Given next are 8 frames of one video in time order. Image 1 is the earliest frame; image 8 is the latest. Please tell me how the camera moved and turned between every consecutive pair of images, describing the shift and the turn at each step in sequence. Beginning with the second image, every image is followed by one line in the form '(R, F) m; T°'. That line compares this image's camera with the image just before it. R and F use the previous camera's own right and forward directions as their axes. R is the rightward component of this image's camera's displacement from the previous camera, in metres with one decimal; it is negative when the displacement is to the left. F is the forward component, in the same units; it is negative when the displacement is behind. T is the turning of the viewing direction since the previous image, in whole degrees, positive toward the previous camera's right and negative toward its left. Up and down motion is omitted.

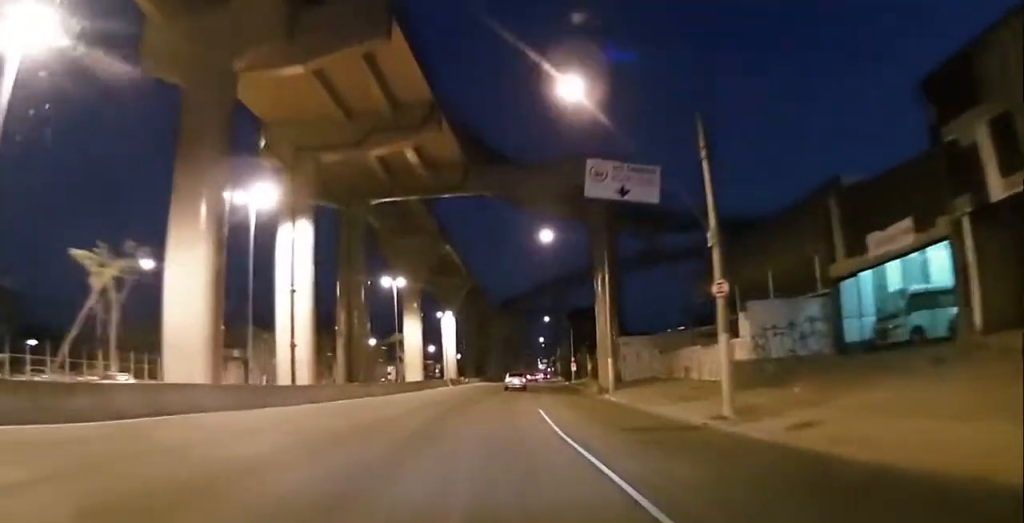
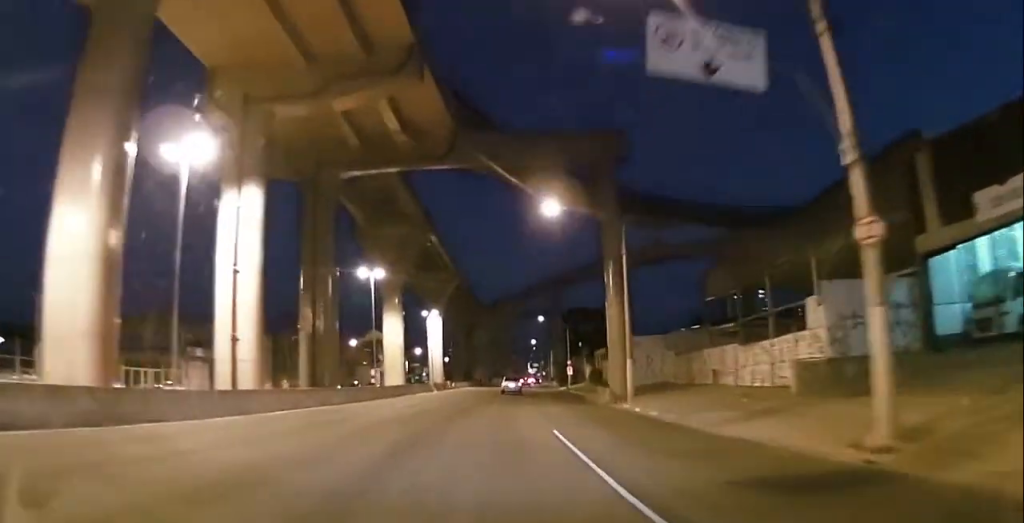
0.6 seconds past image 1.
(+0.3, +7.9) m; 0°
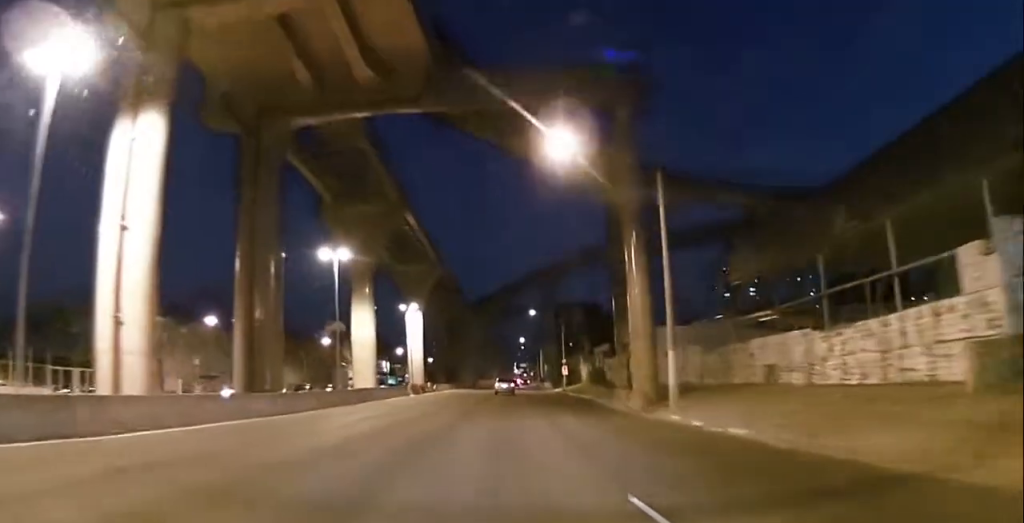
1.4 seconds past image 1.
(-0.4, +9.7) m; 0°
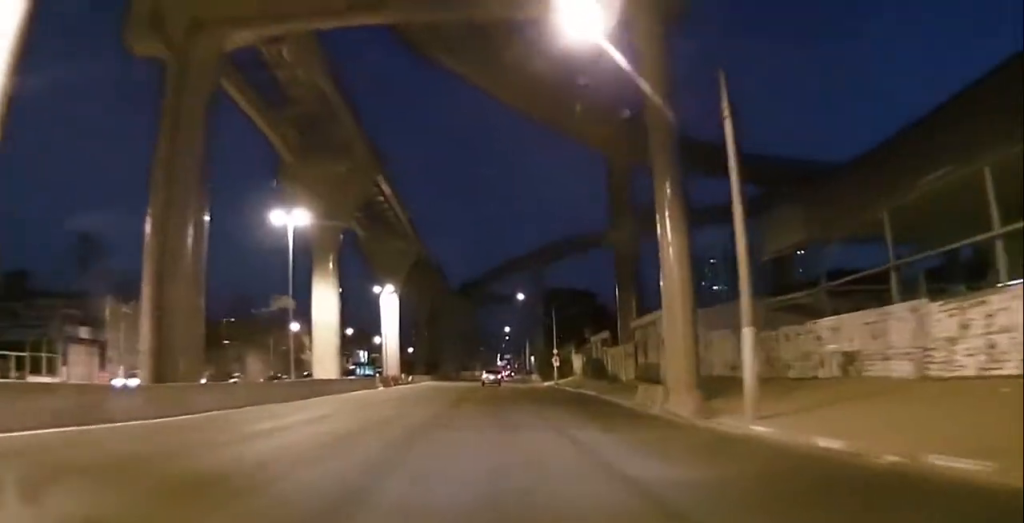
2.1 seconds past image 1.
(+0.1, +8.5) m; +1°
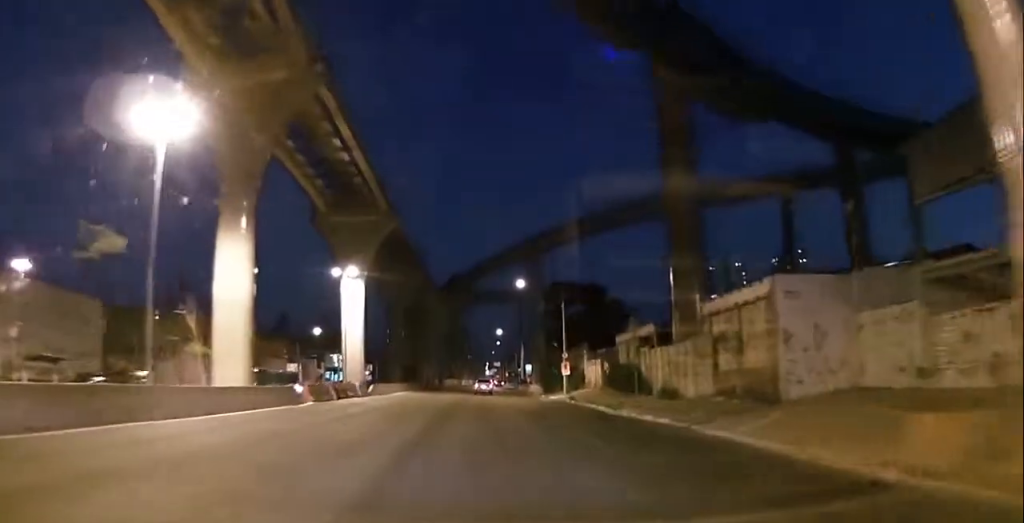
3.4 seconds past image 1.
(+0.4, +17.4) m; +4°
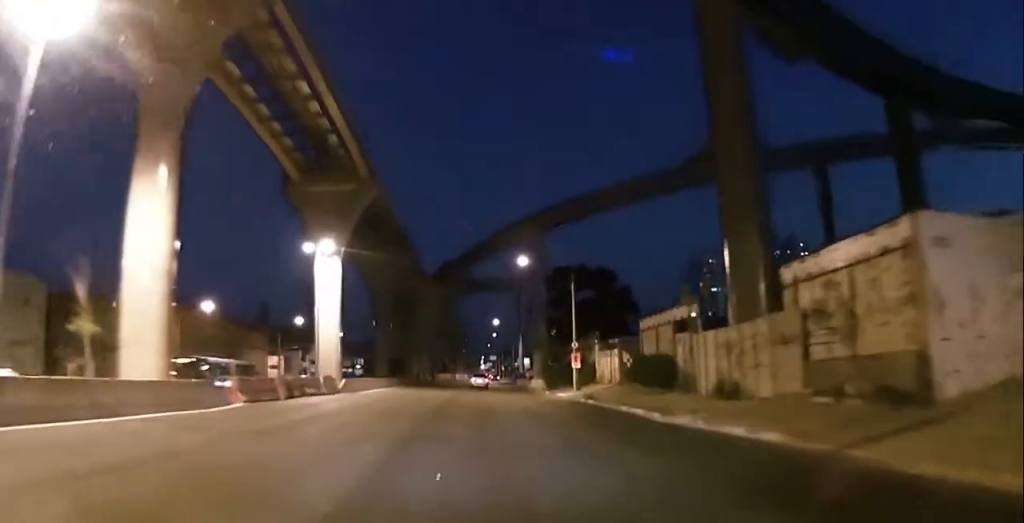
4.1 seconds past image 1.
(+0.2, +8.5) m; 0°
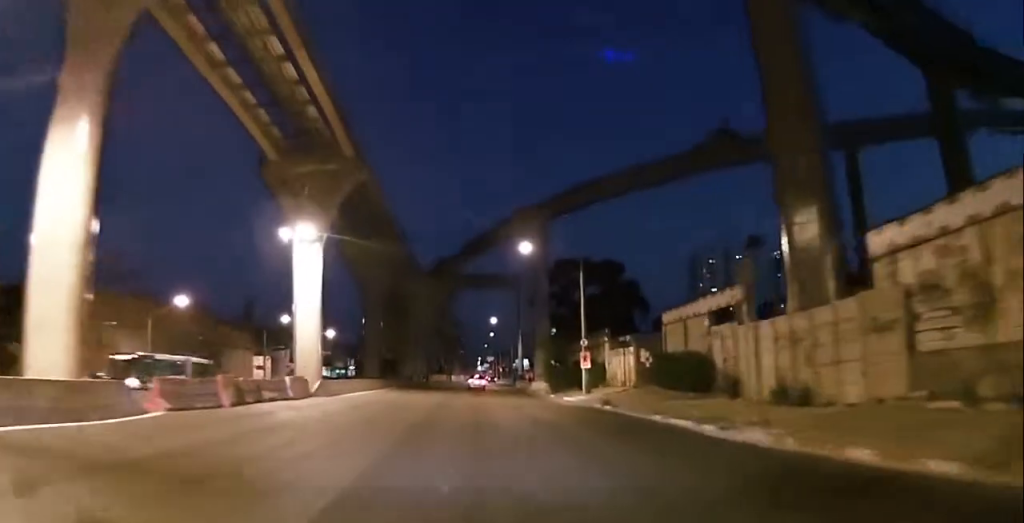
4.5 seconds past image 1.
(+0.3, +5.6) m; 0°
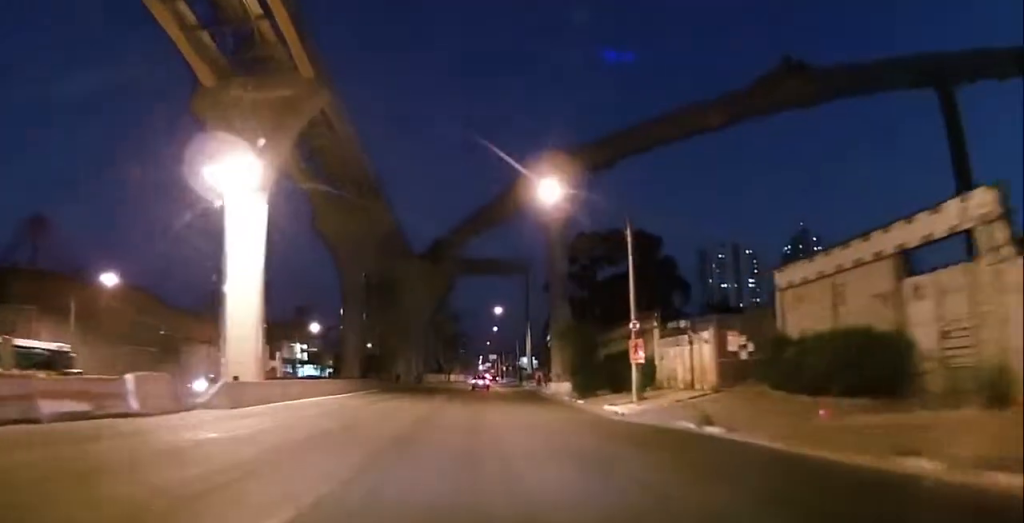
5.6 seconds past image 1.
(-0.5, +13.6) m; -1°
